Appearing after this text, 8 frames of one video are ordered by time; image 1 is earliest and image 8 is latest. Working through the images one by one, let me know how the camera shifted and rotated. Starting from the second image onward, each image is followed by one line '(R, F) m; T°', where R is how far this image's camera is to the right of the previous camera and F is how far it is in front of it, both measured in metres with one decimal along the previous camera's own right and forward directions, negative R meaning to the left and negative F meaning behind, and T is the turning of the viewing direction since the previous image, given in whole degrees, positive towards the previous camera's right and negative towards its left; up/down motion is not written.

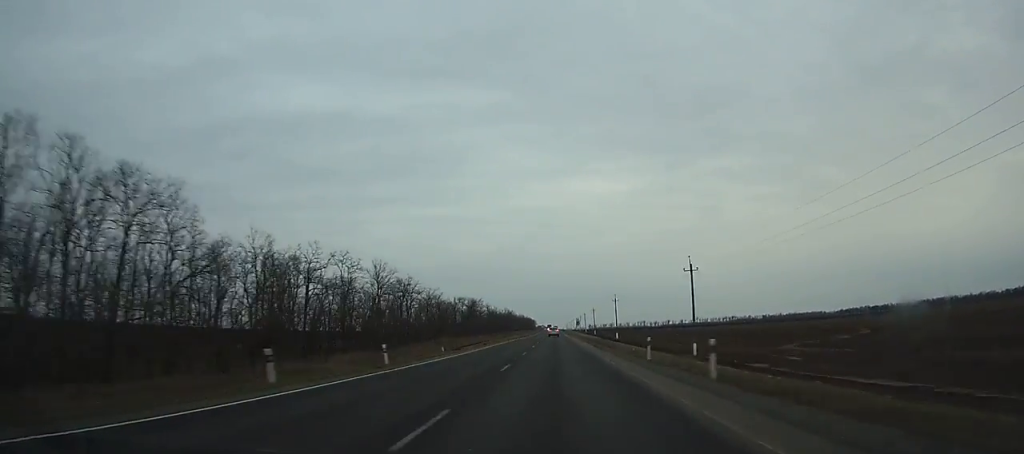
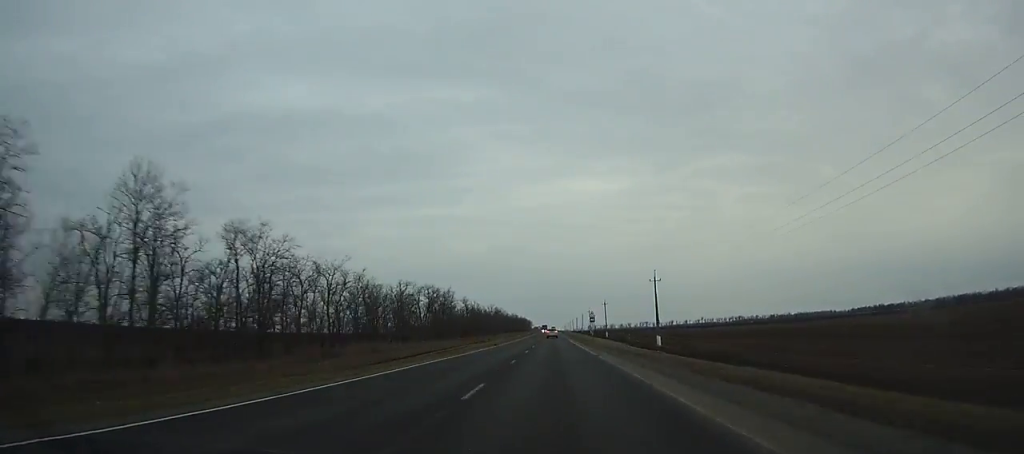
(-0.1, +55.1) m; 0°
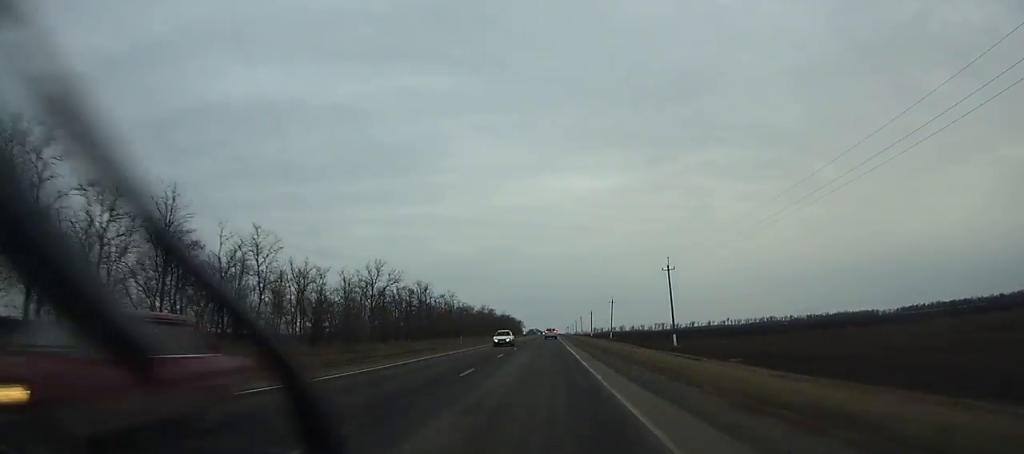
(+0.1, +162.7) m; 0°
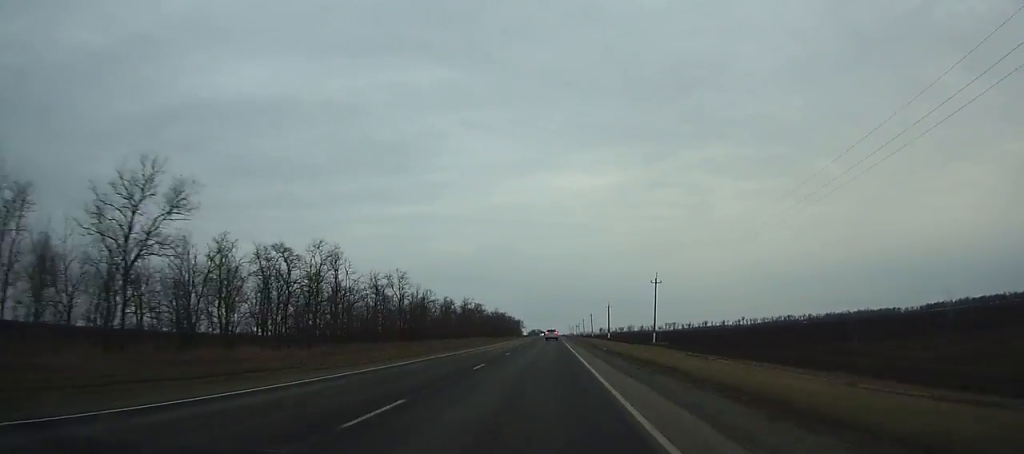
(-0.1, +56.8) m; 0°
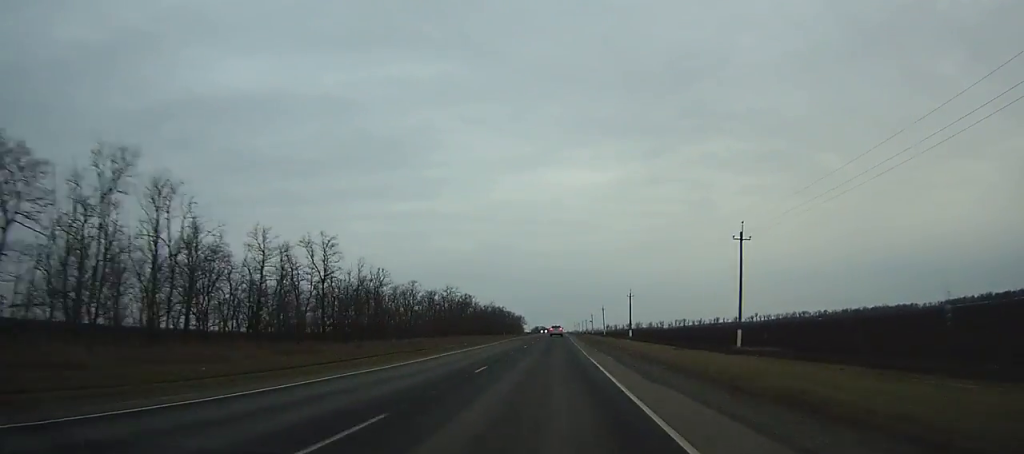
(0.0, +37.6) m; 0°
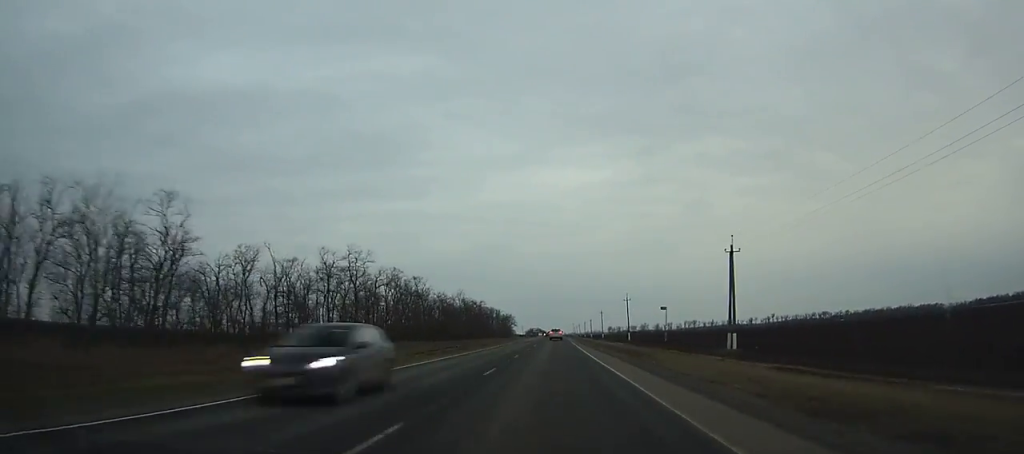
(-0.1, +72.4) m; 0°
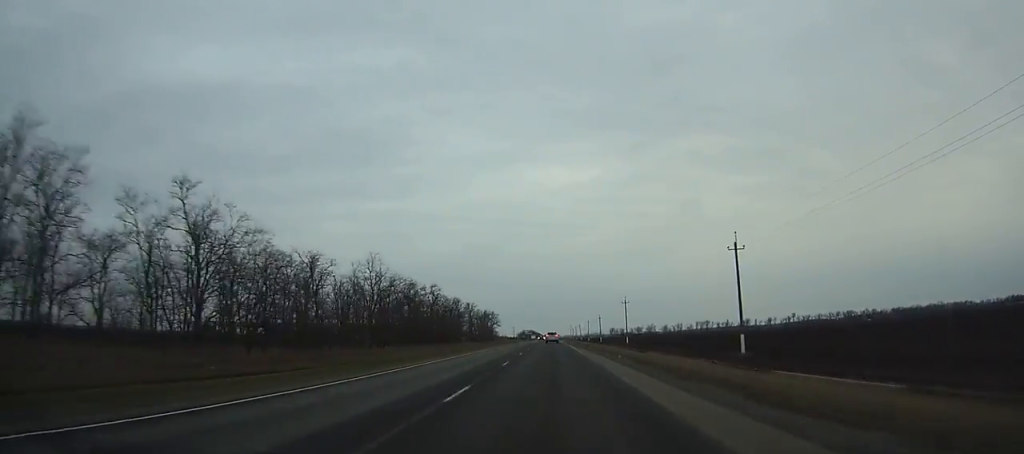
(+0.4, +79.1) m; 0°
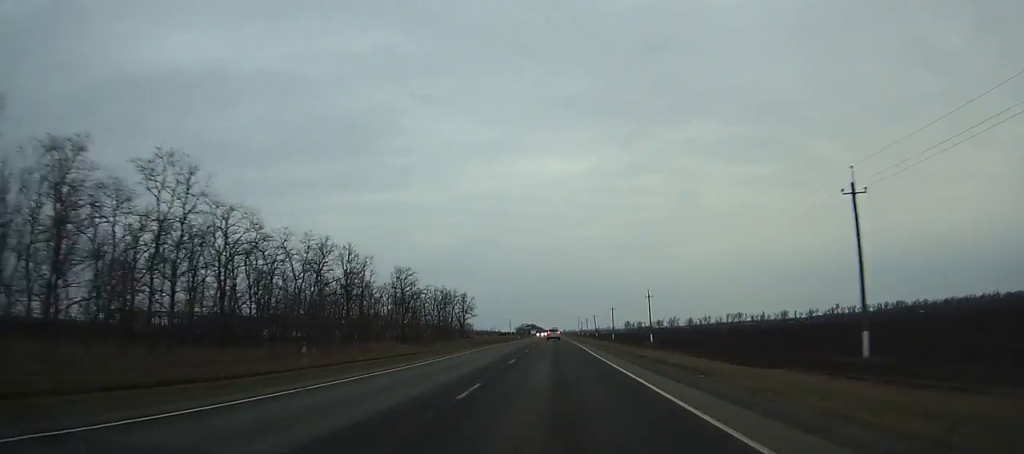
(-0.2, +96.2) m; 0°
